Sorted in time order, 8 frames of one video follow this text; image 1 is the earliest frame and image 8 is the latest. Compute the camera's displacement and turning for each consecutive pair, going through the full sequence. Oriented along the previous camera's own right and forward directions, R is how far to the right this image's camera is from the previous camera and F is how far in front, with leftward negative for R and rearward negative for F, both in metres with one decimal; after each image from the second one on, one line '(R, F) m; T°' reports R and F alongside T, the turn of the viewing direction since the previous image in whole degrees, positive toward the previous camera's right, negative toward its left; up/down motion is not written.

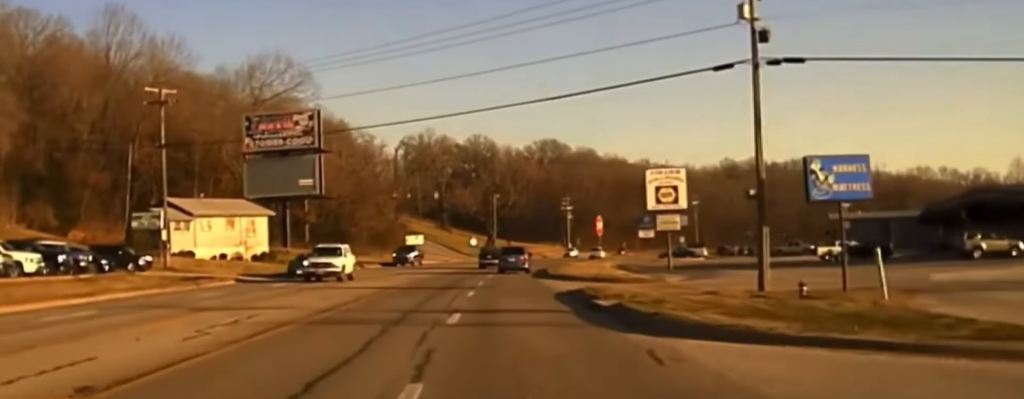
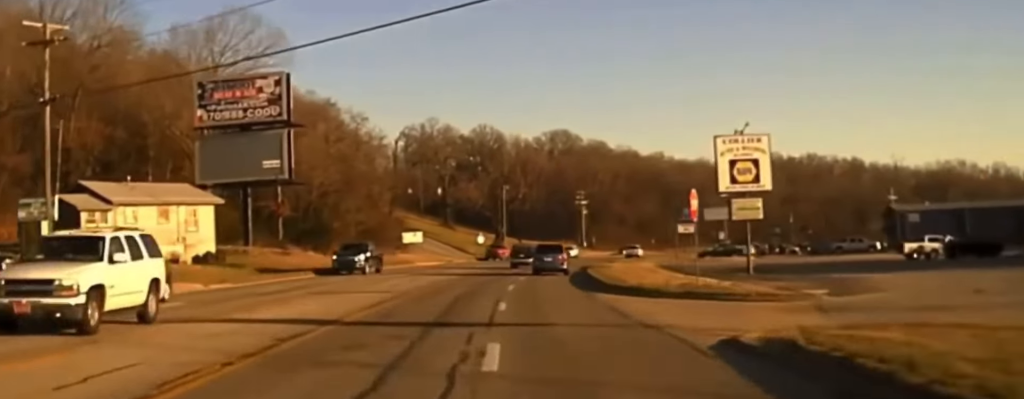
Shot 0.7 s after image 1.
(+0.2, +20.9) m; 0°
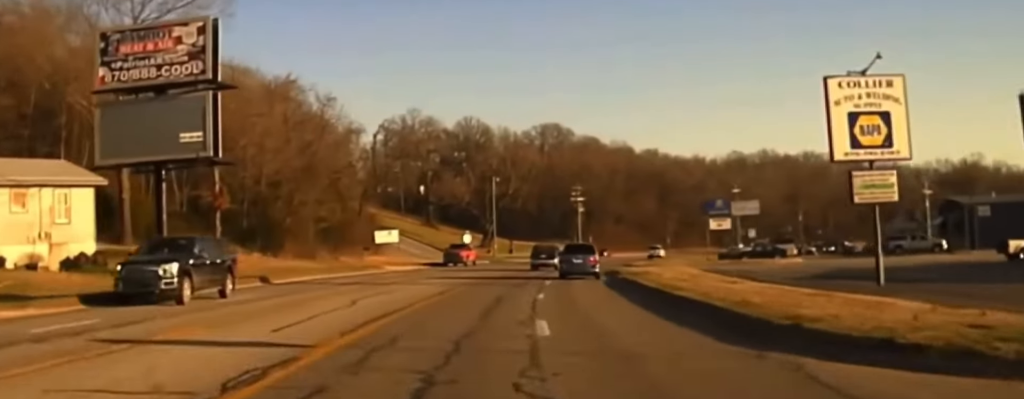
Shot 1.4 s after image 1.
(-0.1, +19.8) m; 0°
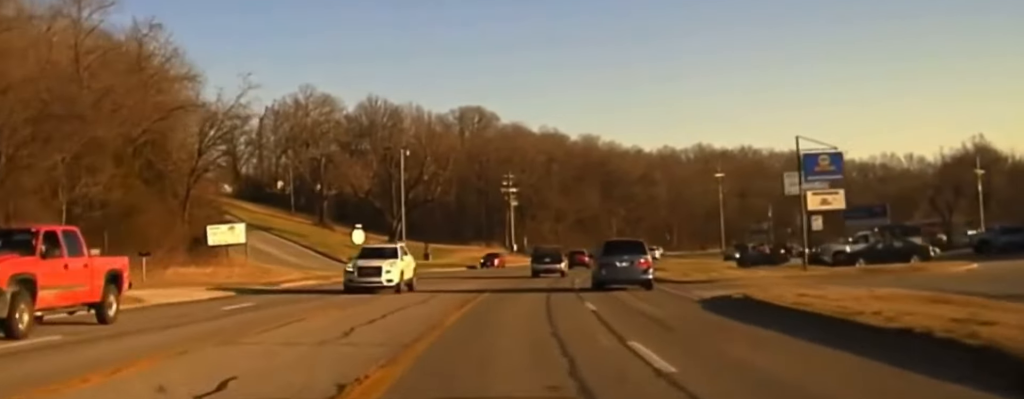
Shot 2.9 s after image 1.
(+0.5, +37.6) m; +3°
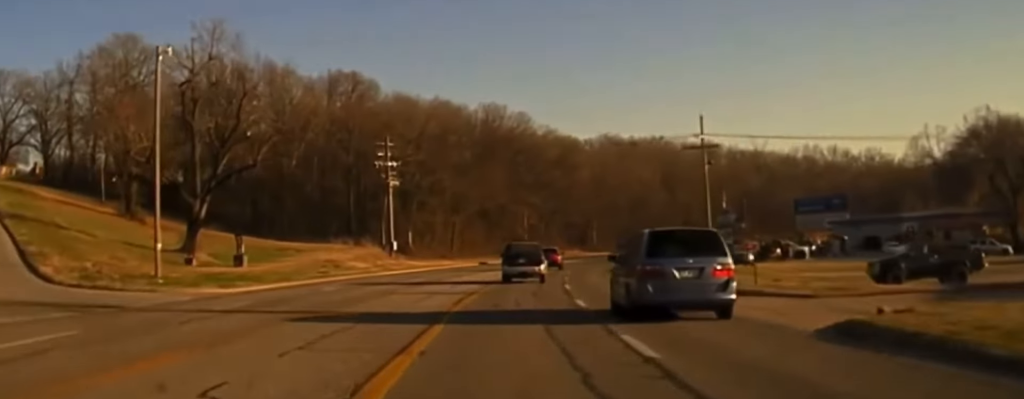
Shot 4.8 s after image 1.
(+2.8, +44.8) m; +7°
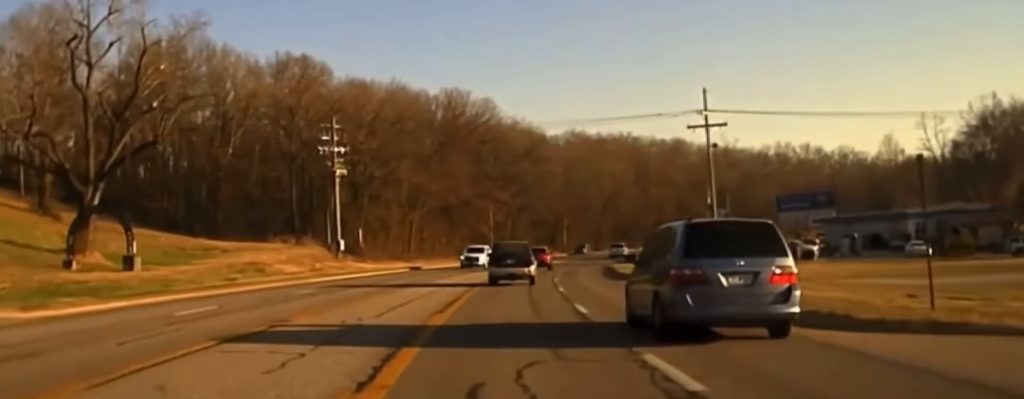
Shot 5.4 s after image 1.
(+0.5, +16.1) m; +2°
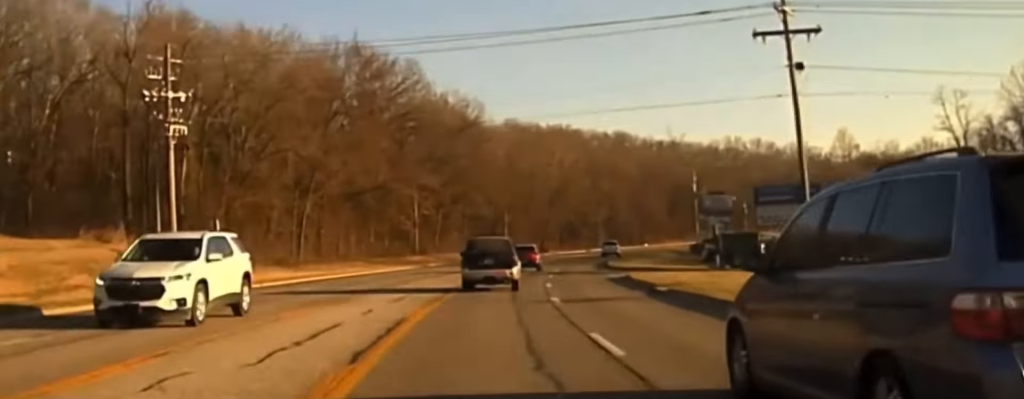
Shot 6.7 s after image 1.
(+1.4, +38.6) m; +3°
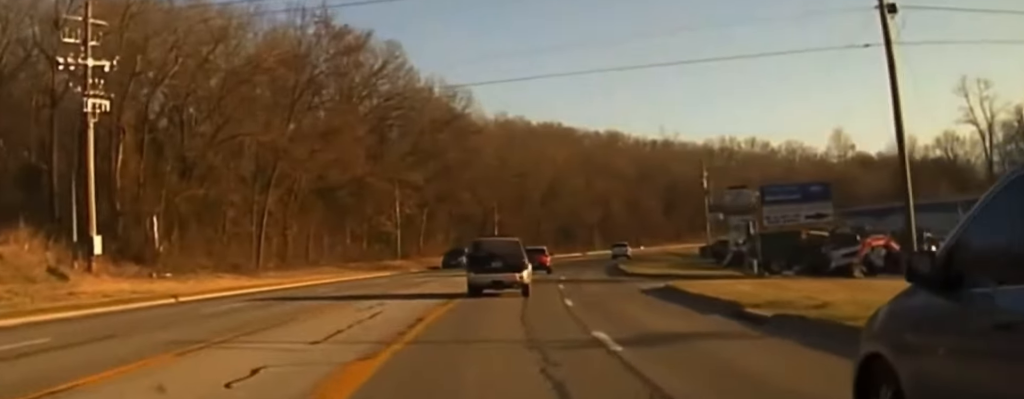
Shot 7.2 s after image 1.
(+0.1, +12.7) m; +1°
